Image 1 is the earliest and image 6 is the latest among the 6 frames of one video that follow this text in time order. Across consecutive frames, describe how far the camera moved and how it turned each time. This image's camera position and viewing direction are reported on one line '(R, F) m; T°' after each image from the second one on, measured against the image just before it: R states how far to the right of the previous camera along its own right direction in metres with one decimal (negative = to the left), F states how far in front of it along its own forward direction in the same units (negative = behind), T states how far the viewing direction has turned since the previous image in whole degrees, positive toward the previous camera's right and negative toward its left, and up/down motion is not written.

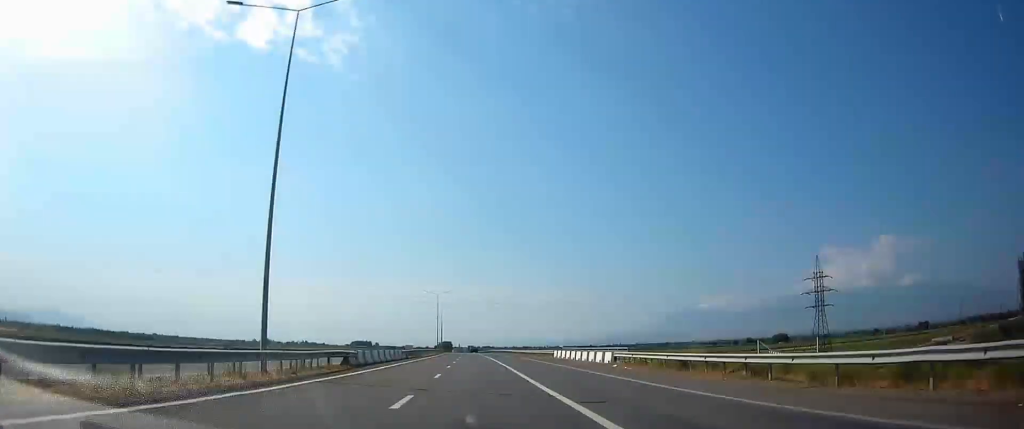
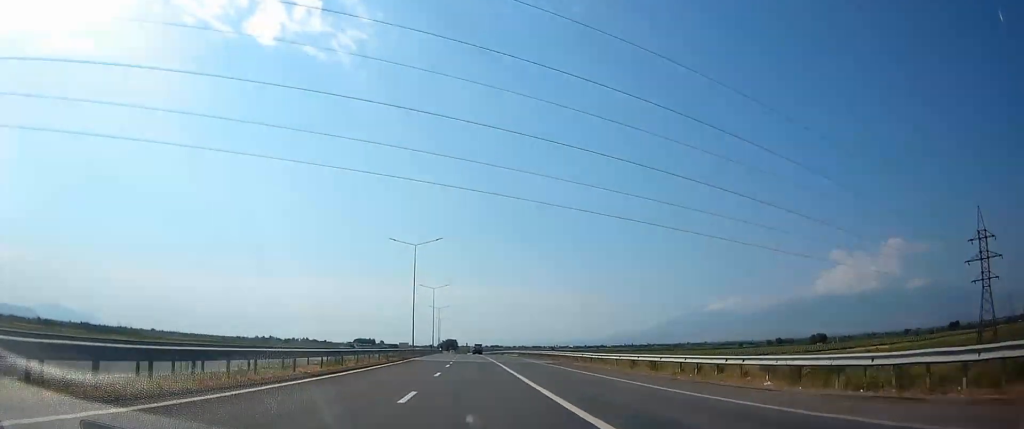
(-0.1, +70.2) m; 0°
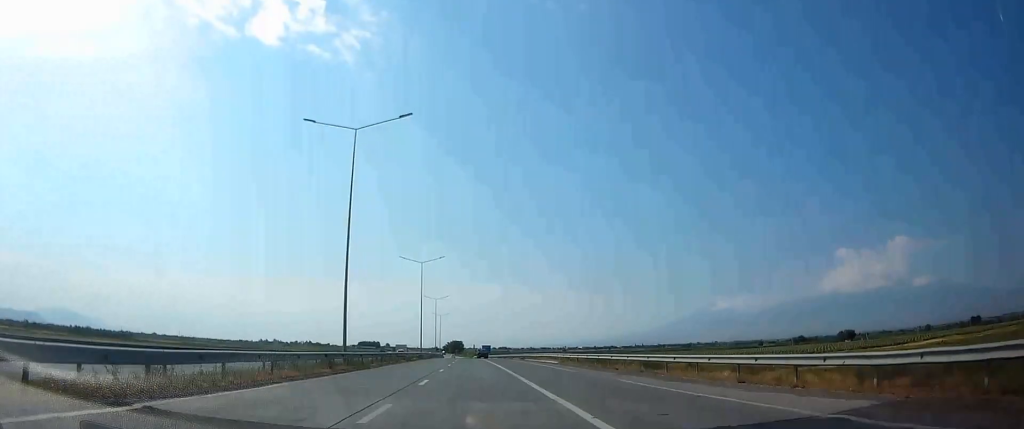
(-0.4, +42.7) m; -1°
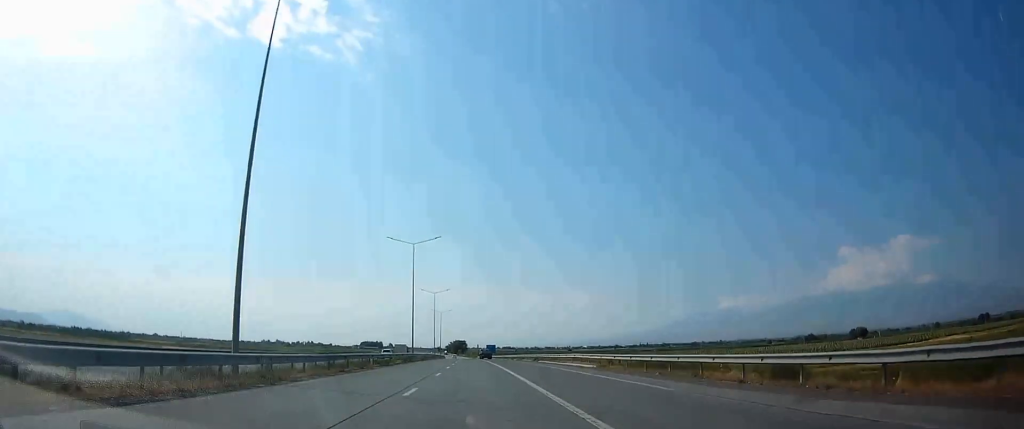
(0.0, +16.4) m; 0°
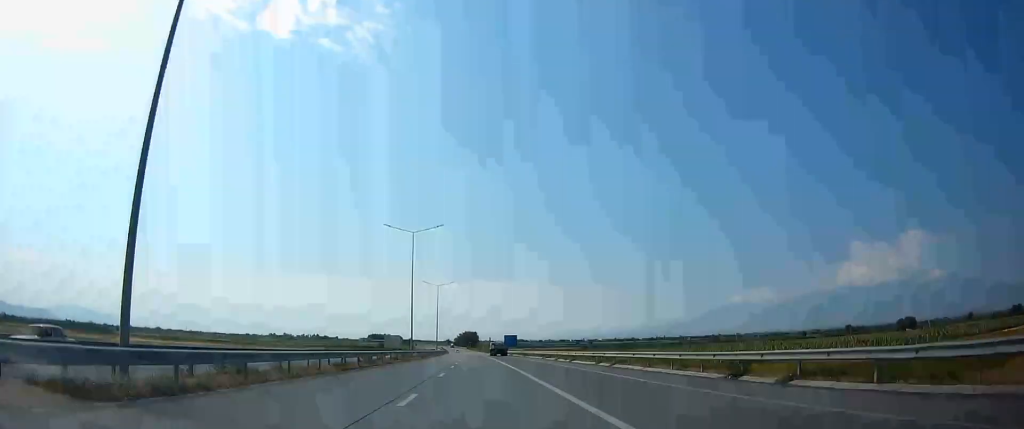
(-0.2, +63.3) m; 0°
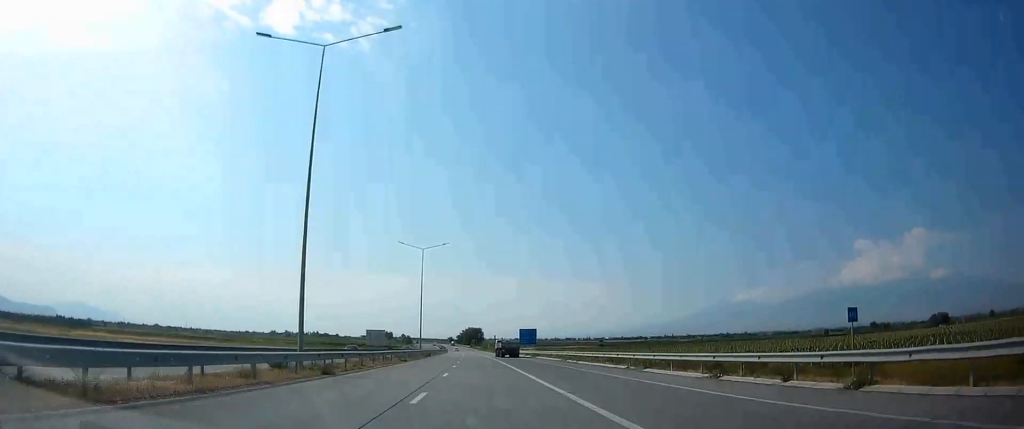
(-0.6, +43.7) m; -2°
